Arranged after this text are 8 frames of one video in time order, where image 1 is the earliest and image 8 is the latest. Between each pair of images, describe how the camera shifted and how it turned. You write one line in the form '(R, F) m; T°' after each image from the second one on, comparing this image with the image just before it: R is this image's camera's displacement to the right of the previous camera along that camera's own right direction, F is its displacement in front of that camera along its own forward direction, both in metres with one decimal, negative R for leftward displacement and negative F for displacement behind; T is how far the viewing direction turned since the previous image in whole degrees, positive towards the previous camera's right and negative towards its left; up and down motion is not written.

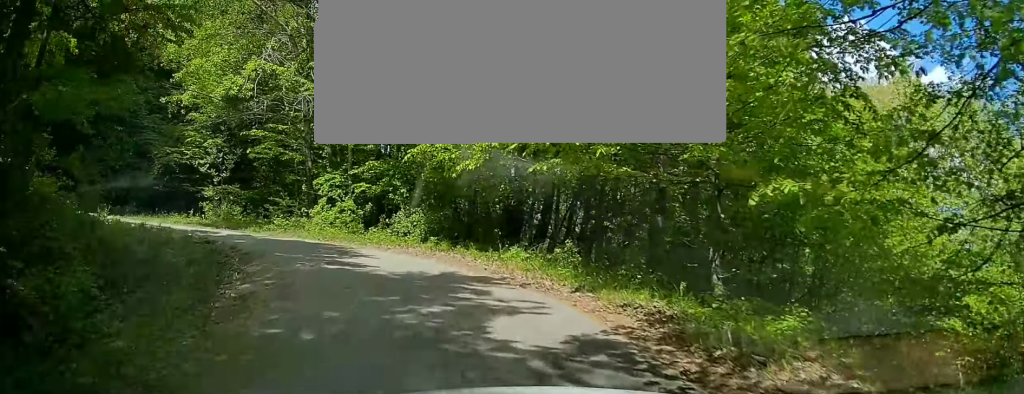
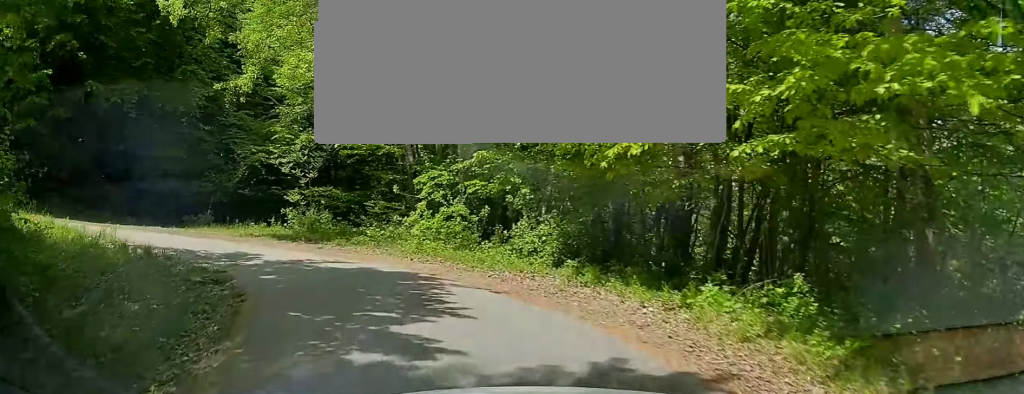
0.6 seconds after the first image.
(-0.8, +3.9) m; -17°
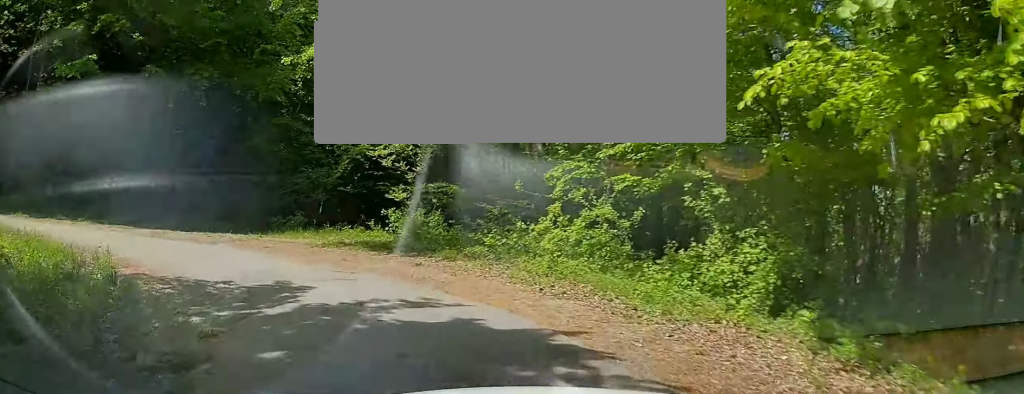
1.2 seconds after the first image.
(-0.4, +3.3) m; -12°
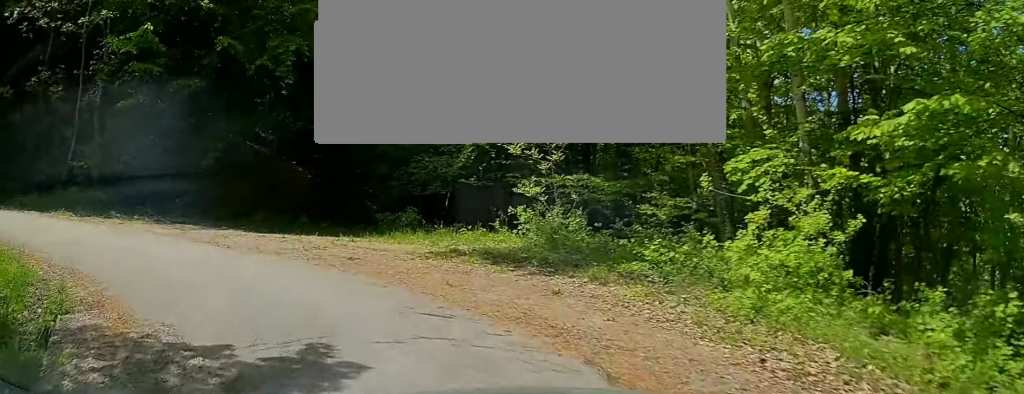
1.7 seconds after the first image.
(-0.5, +3.1) m; -8°
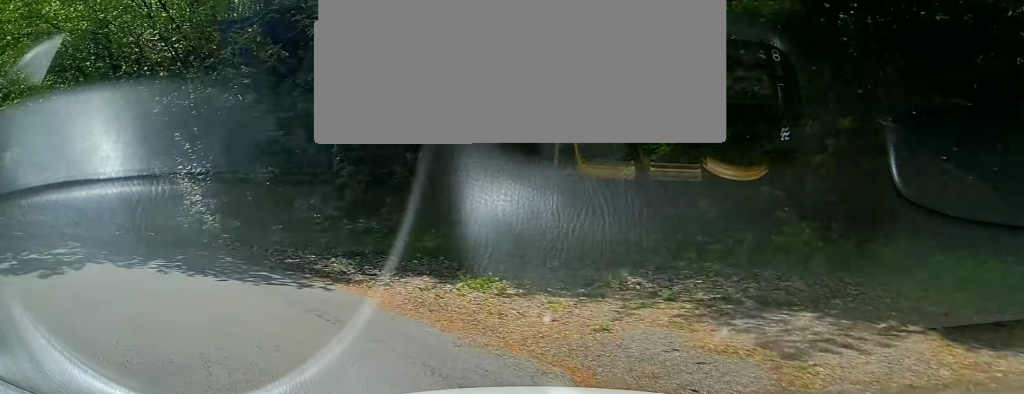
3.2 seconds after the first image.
(-2.3, +7.8) m; -51°
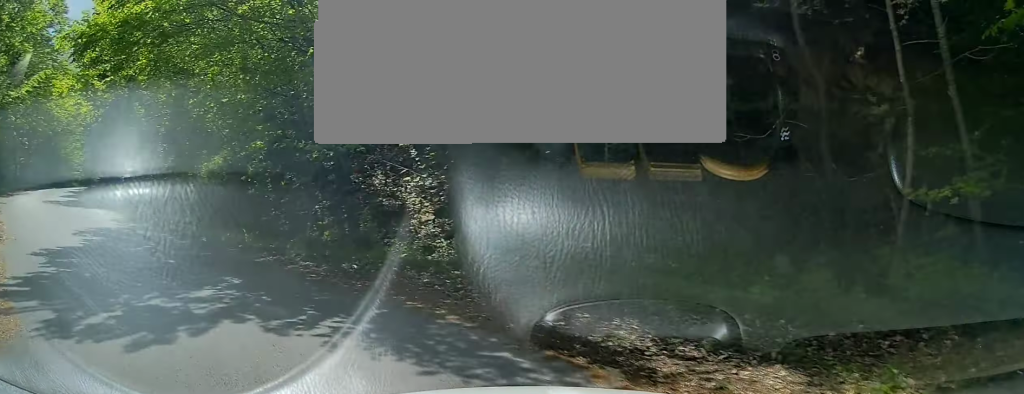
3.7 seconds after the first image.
(-1.0, +2.5) m; -23°
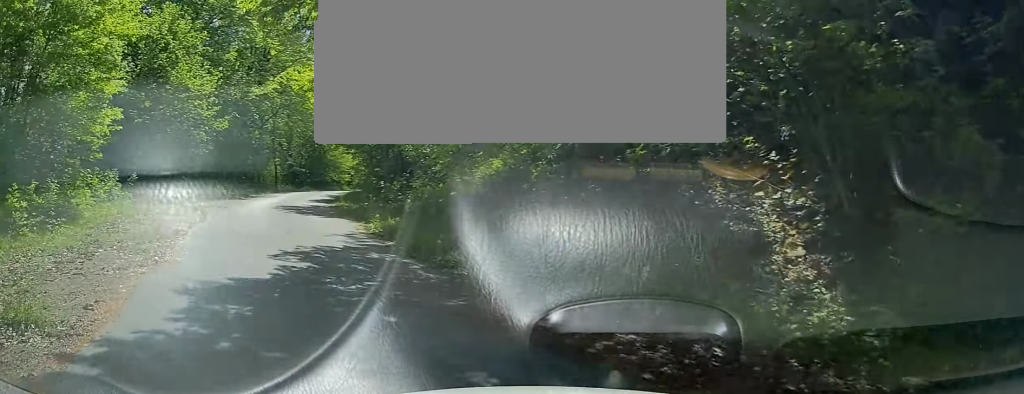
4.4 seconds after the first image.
(-0.5, +2.3) m; -19°
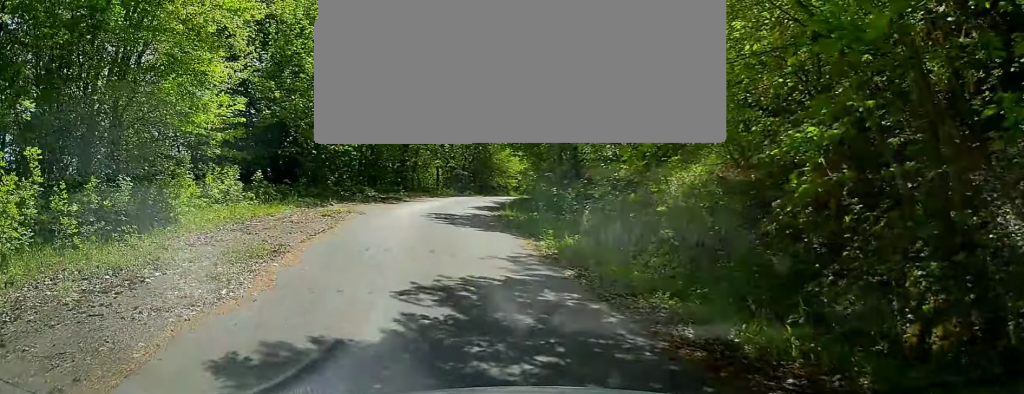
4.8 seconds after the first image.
(0.0, +1.5) m; -12°
